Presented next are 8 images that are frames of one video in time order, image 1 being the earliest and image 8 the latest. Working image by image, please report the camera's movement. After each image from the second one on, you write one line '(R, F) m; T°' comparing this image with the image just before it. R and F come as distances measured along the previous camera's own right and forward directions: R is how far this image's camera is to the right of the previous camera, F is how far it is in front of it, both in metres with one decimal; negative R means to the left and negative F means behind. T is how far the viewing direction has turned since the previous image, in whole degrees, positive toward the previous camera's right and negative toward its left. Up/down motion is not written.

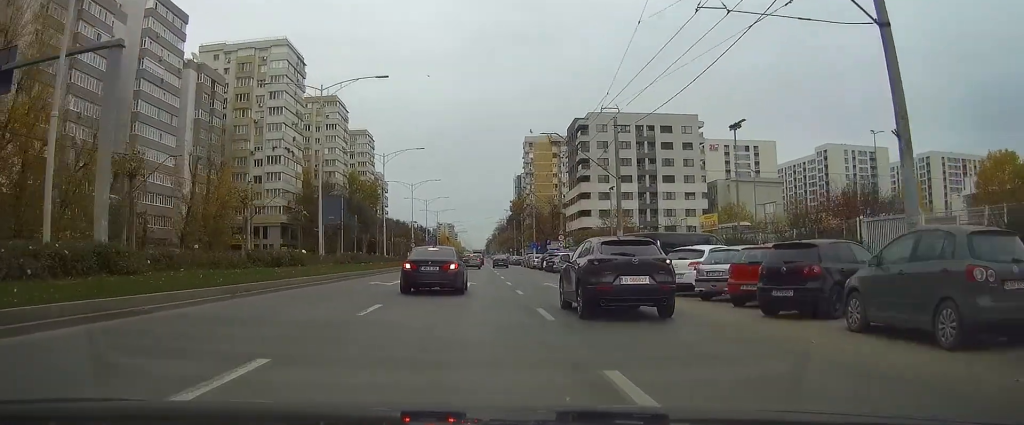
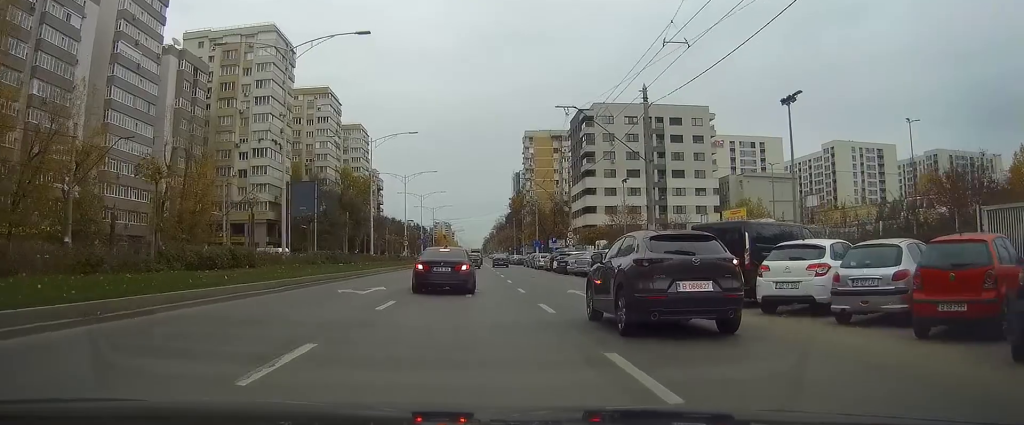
(0.0, +7.7) m; 0°
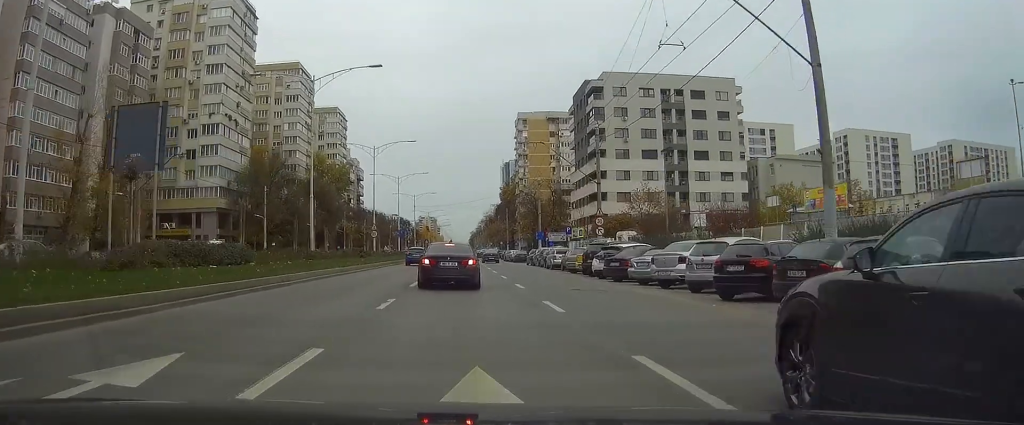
(0.0, +18.8) m; +1°
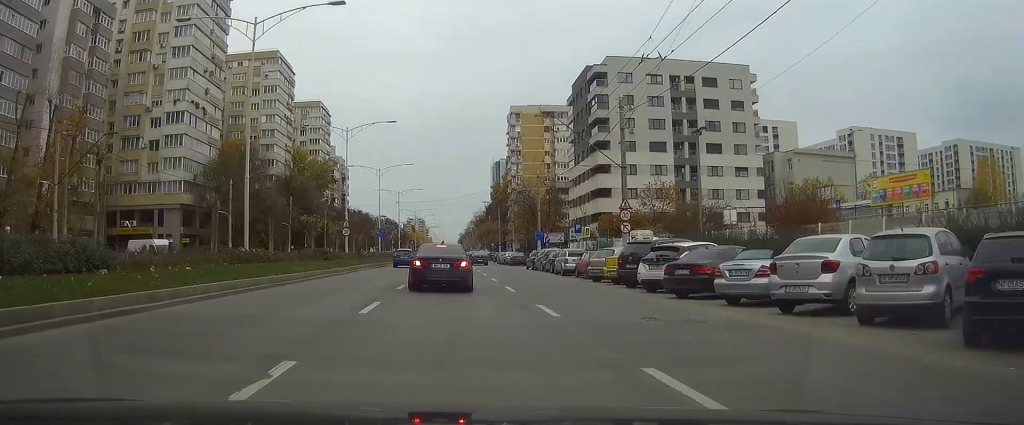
(0.0, +9.7) m; +1°
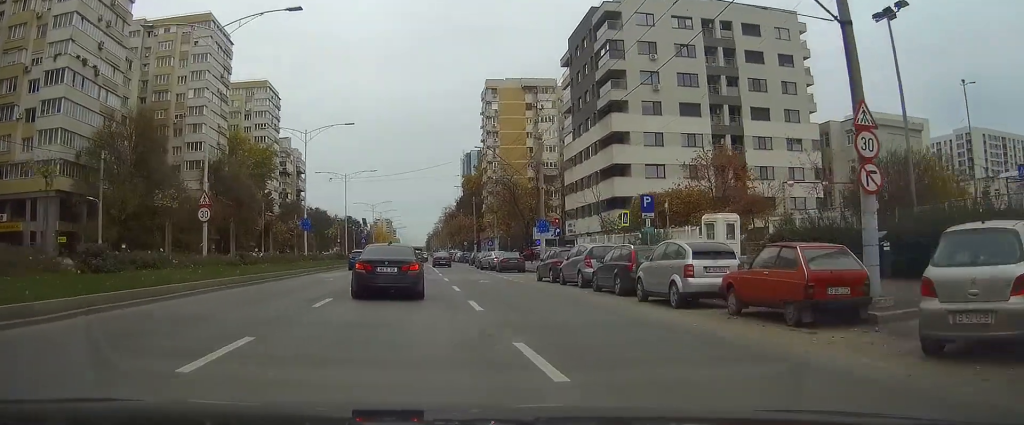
(+0.6, +24.5) m; +2°
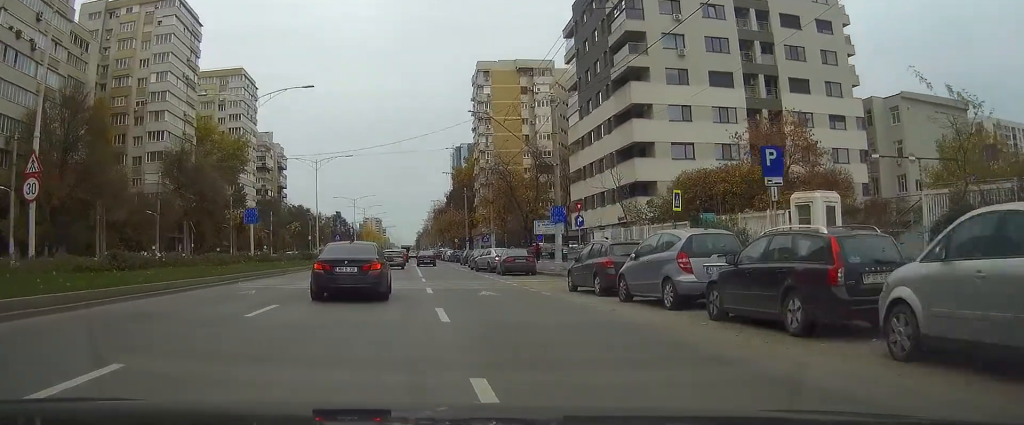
(+0.1, +11.7) m; +1°
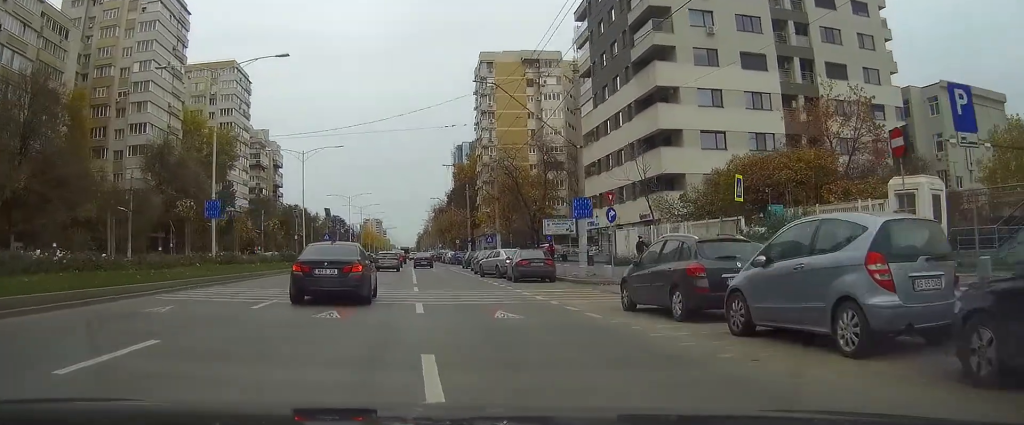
(0.0, +6.8) m; 0°
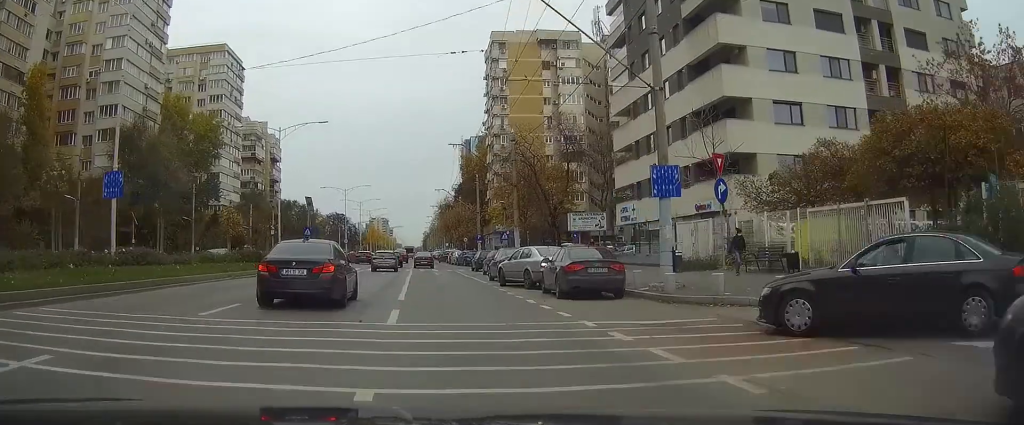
(0.0, +11.2) m; 0°
